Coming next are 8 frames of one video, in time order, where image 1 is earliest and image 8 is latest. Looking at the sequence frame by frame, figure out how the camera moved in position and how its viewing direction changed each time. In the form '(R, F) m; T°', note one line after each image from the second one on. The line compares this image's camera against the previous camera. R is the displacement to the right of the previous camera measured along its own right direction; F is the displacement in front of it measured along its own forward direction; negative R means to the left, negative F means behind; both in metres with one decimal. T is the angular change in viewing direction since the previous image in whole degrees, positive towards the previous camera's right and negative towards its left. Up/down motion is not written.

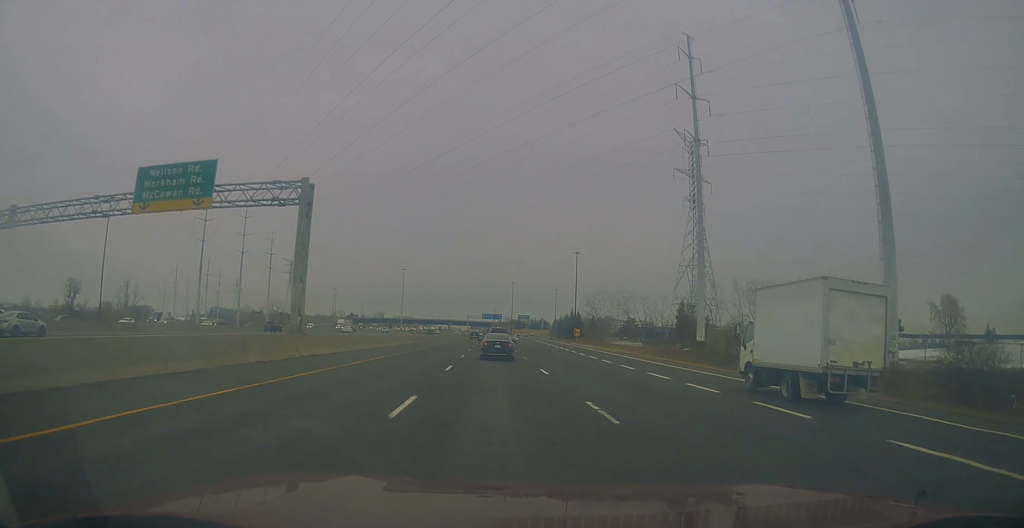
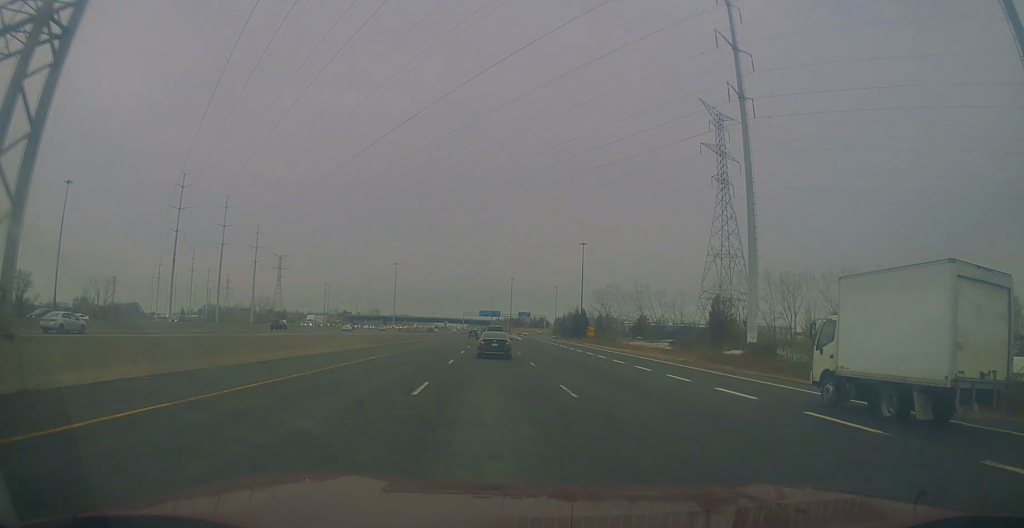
(+0.2, +20.3) m; 0°
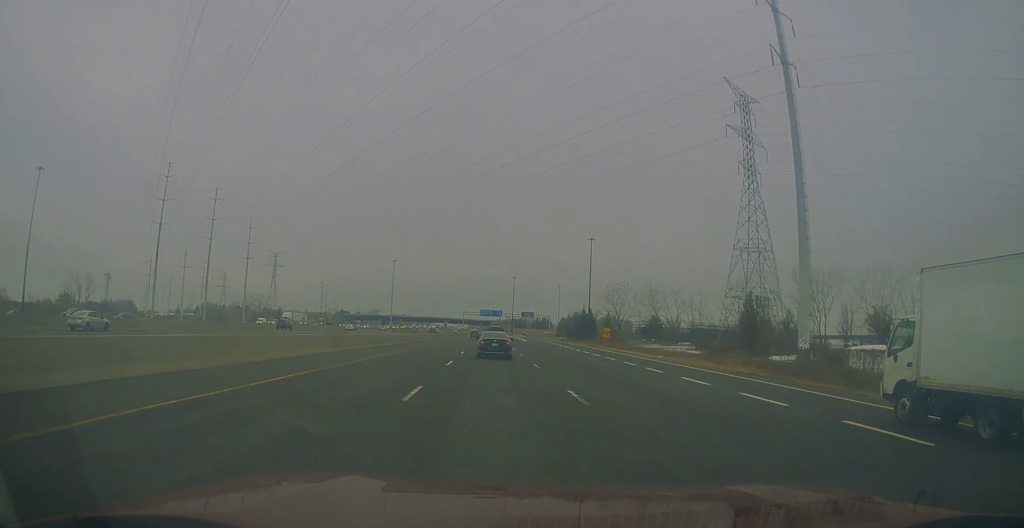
(-0.3, +13.3) m; 0°
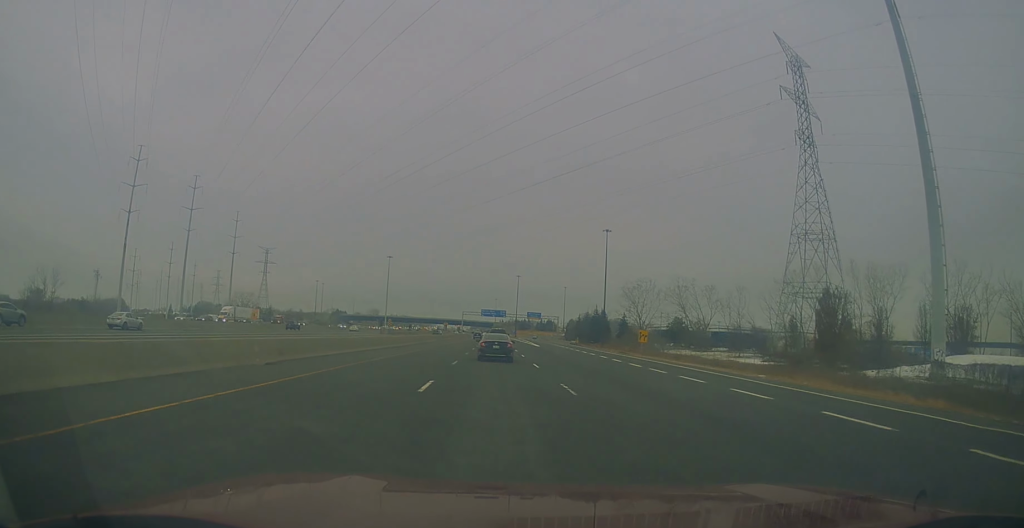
(+0.2, +22.2) m; 0°
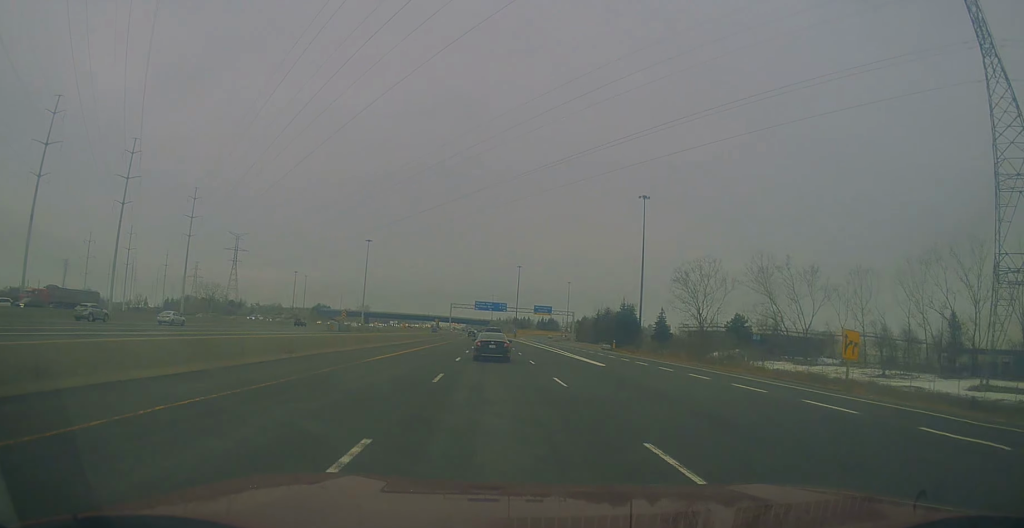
(-0.4, +45.3) m; -1°
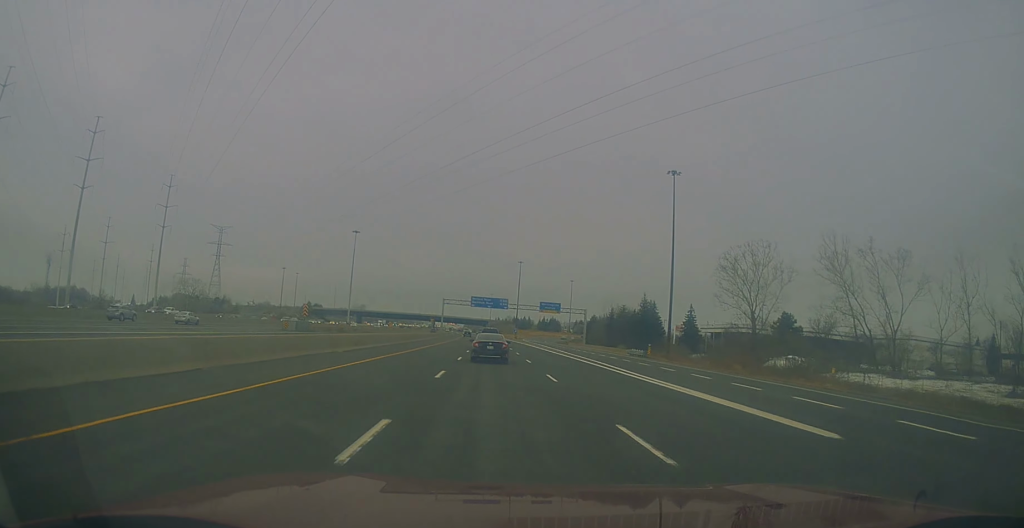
(0.0, +22.3) m; +1°
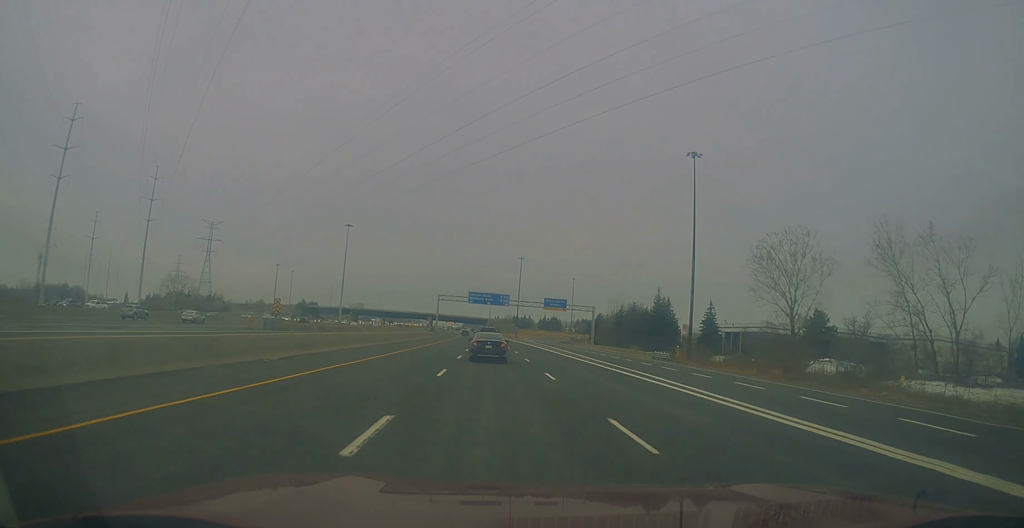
(+0.2, +11.7) m; 0°
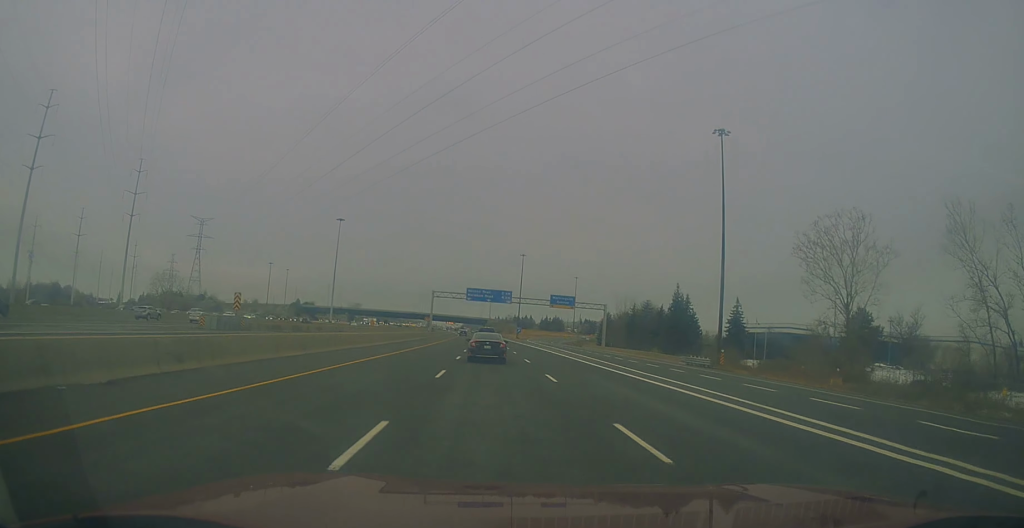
(+0.3, +12.5) m; 0°
